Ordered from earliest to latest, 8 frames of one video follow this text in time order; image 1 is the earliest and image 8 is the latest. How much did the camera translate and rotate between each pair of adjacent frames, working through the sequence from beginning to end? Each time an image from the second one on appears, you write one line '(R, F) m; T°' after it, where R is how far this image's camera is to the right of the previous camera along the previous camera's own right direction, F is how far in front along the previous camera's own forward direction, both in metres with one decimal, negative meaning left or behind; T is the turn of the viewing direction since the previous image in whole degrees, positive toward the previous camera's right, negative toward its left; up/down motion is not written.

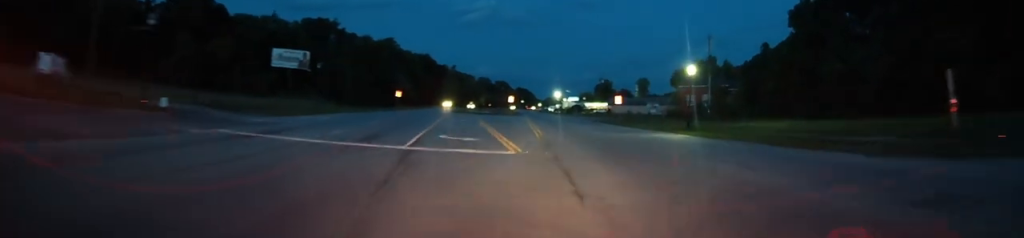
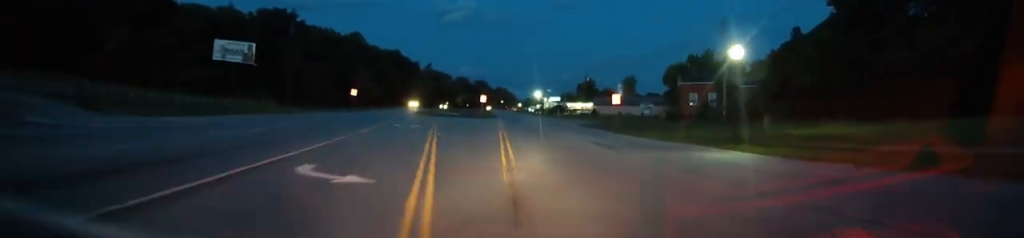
(+0.9, +13.1) m; +3°
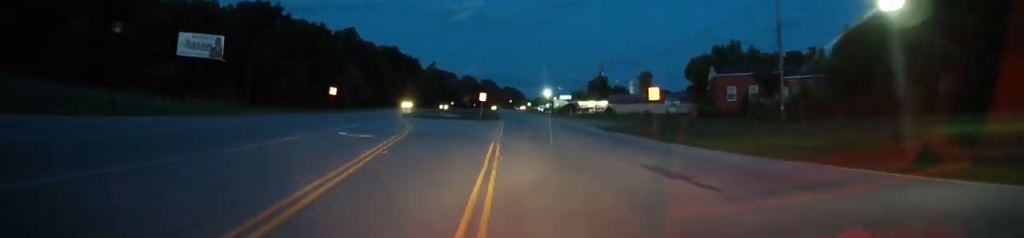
(-0.1, +11.9) m; -1°
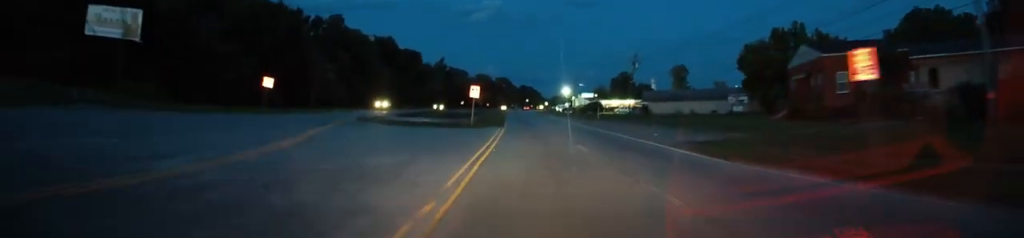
(-0.5, +22.0) m; -2°
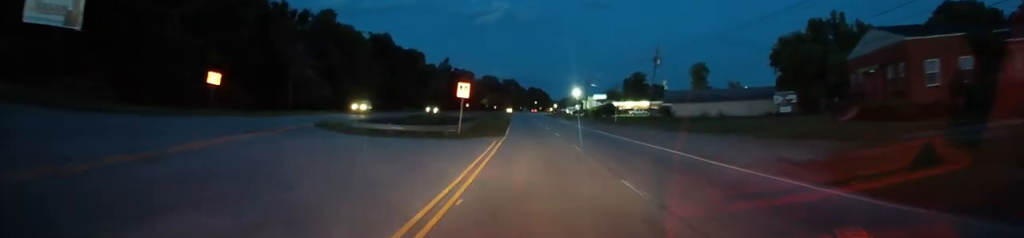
(-0.1, +11.2) m; 0°
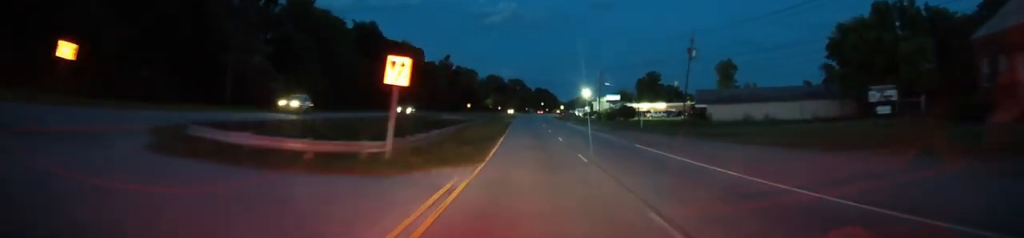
(-0.1, +16.0) m; -1°
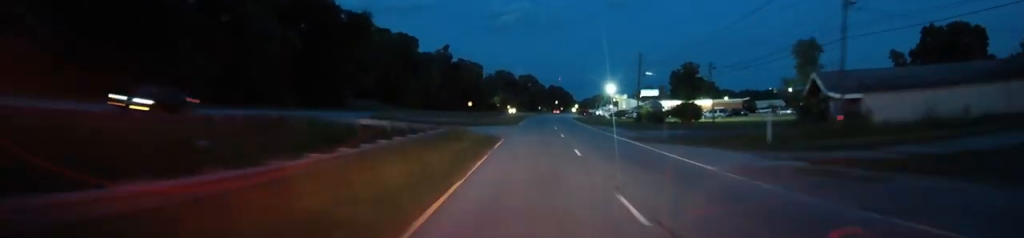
(-0.5, +34.7) m; -1°
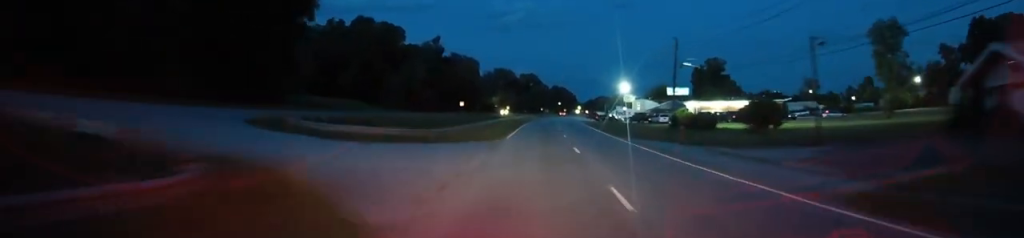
(+0.1, +23.2) m; 0°
